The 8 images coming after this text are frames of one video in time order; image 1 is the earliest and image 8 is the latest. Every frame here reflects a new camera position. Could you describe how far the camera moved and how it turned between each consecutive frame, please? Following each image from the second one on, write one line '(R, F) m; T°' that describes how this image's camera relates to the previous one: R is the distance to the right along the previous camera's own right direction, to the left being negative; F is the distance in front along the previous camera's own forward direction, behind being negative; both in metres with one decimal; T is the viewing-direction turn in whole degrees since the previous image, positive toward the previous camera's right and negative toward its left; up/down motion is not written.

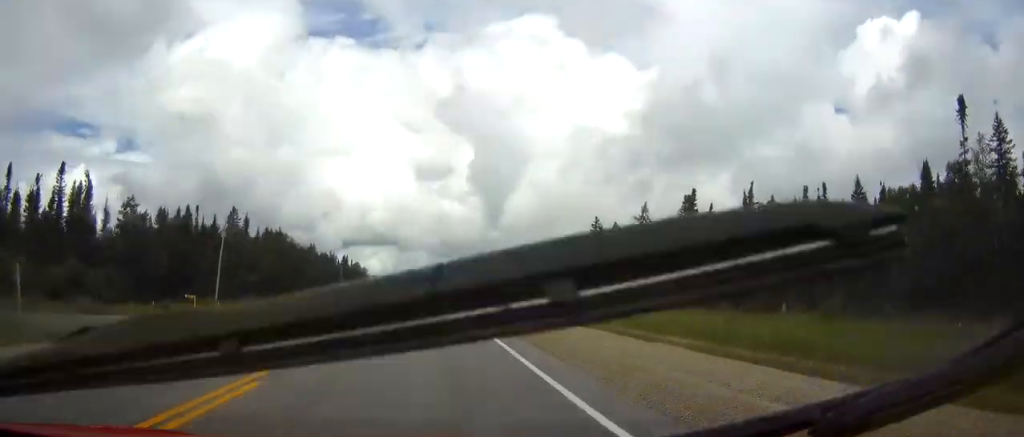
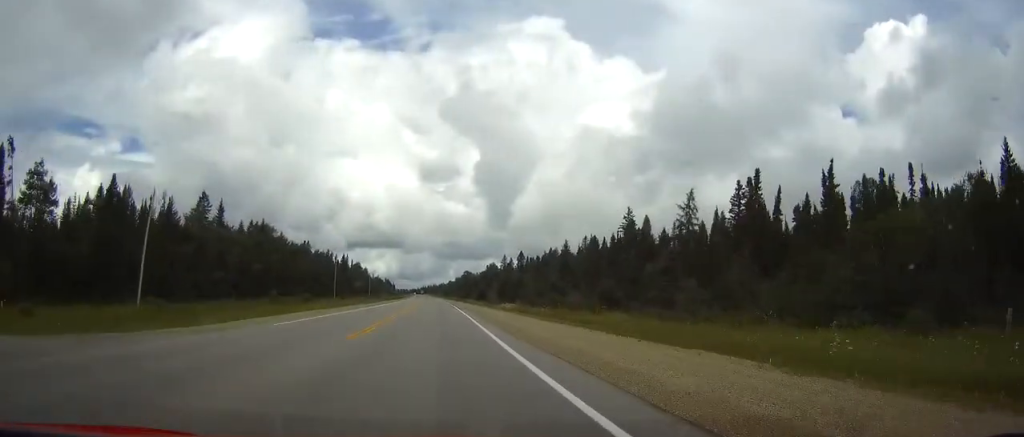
(-0.1, +23.8) m; -1°
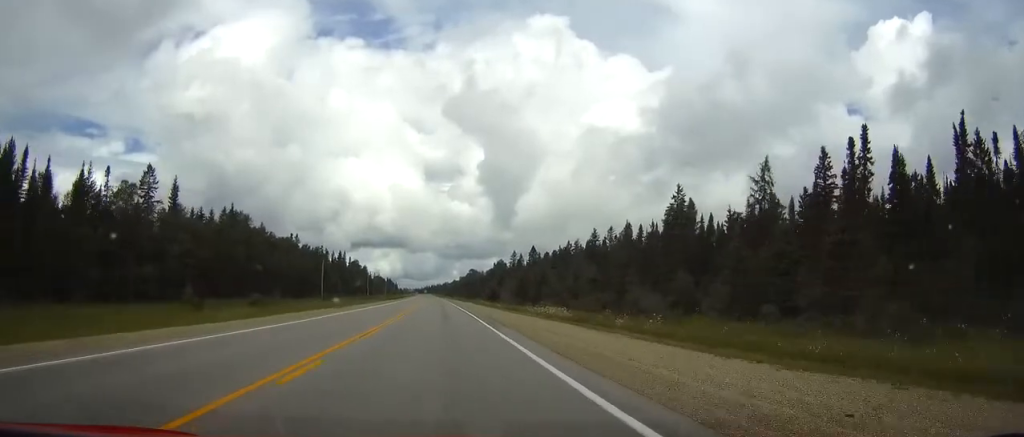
(-0.3, +27.9) m; -1°
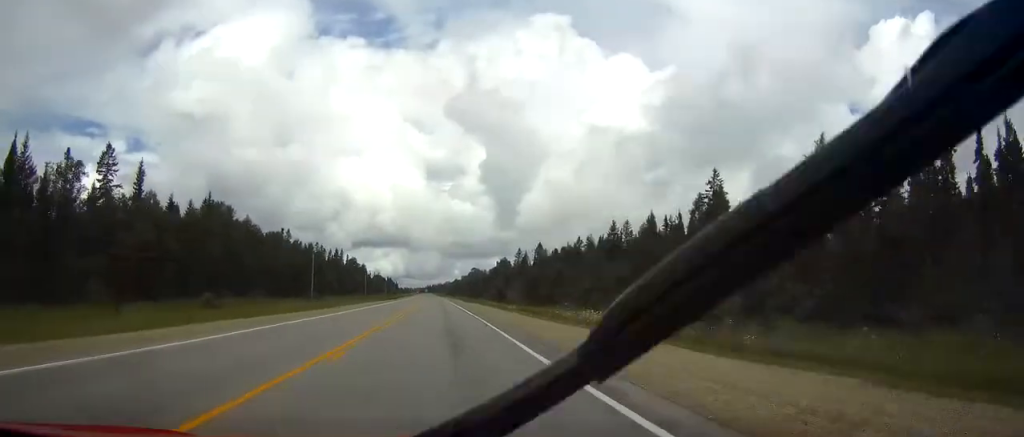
(0.0, +15.0) m; 0°
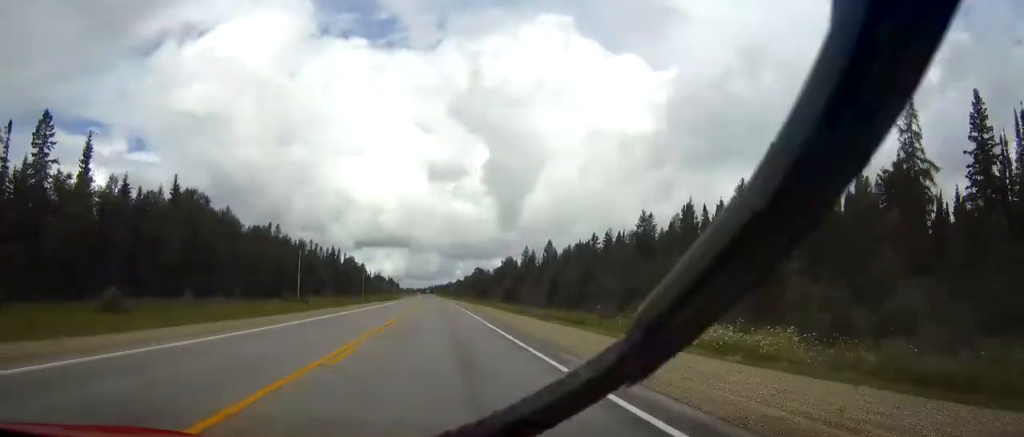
(0.0, +18.1) m; 0°
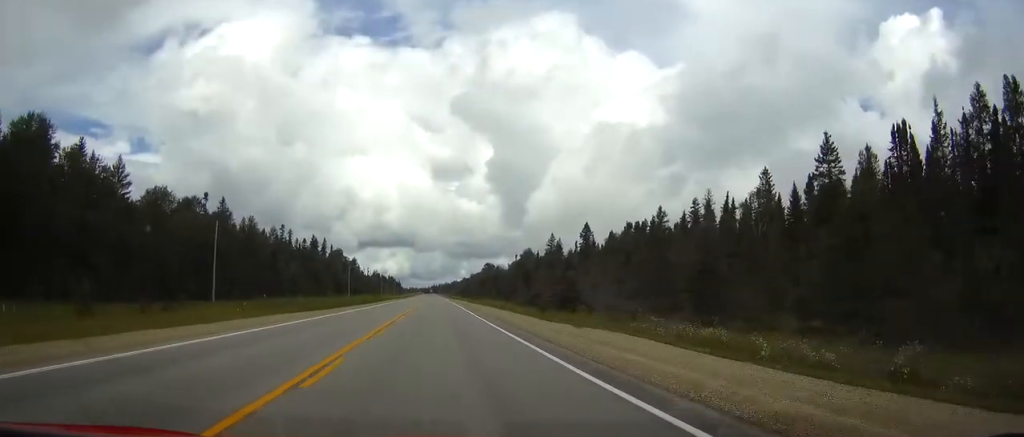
(-0.4, +56.6) m; -1°
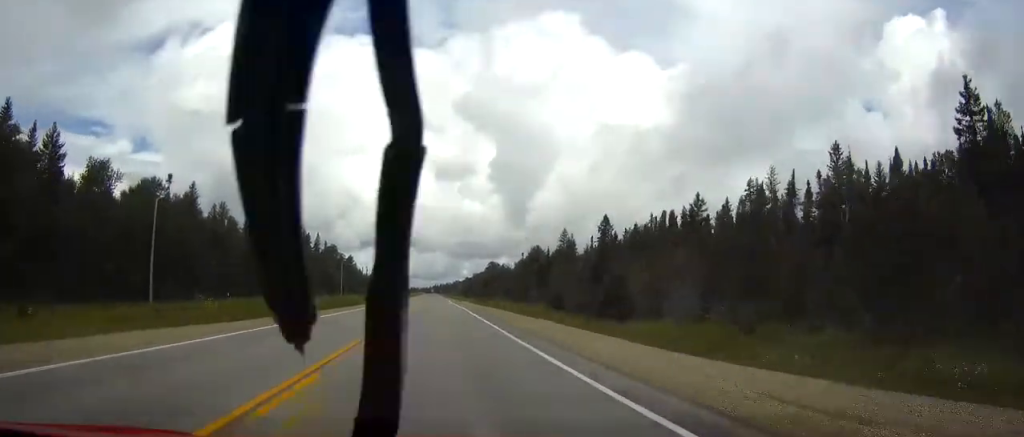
(0.0, +20.3) m; 0°
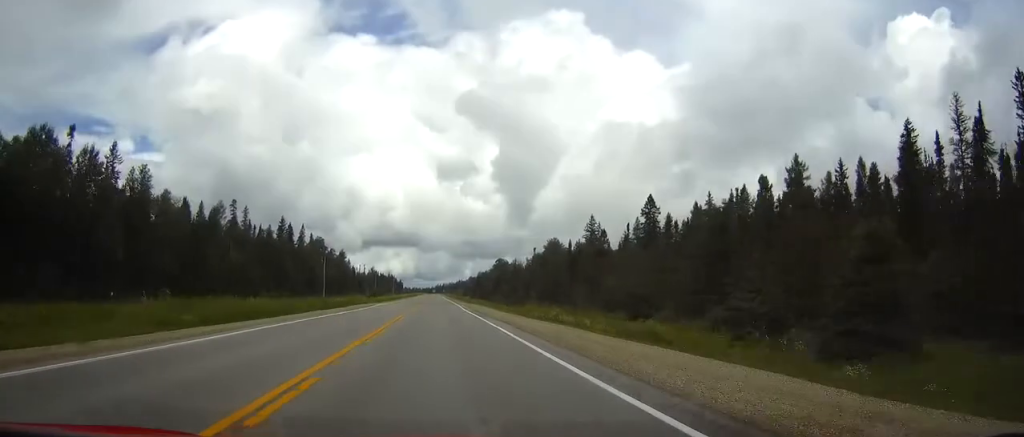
(0.0, +35.8) m; 0°
